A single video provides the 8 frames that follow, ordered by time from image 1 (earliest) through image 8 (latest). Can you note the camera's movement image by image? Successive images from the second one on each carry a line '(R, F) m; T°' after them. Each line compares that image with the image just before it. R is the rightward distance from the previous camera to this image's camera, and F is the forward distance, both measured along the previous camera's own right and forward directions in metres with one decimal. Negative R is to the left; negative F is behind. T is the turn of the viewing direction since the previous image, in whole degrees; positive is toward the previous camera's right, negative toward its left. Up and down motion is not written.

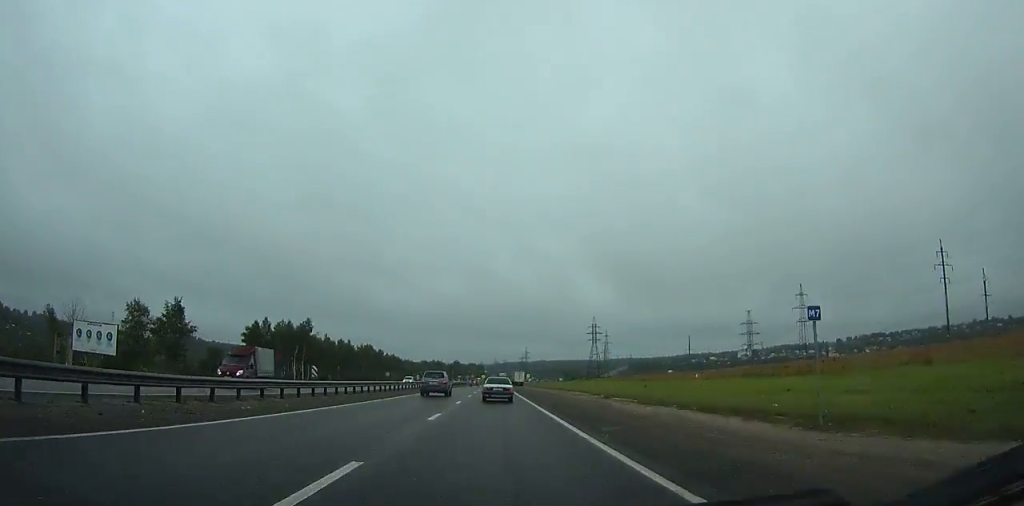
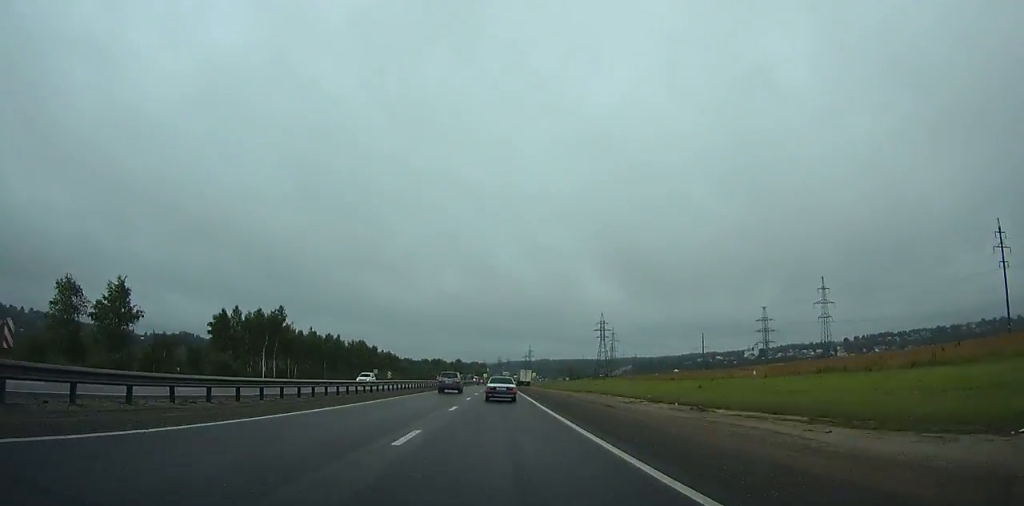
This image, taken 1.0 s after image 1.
(0.0, +18.5) m; 0°
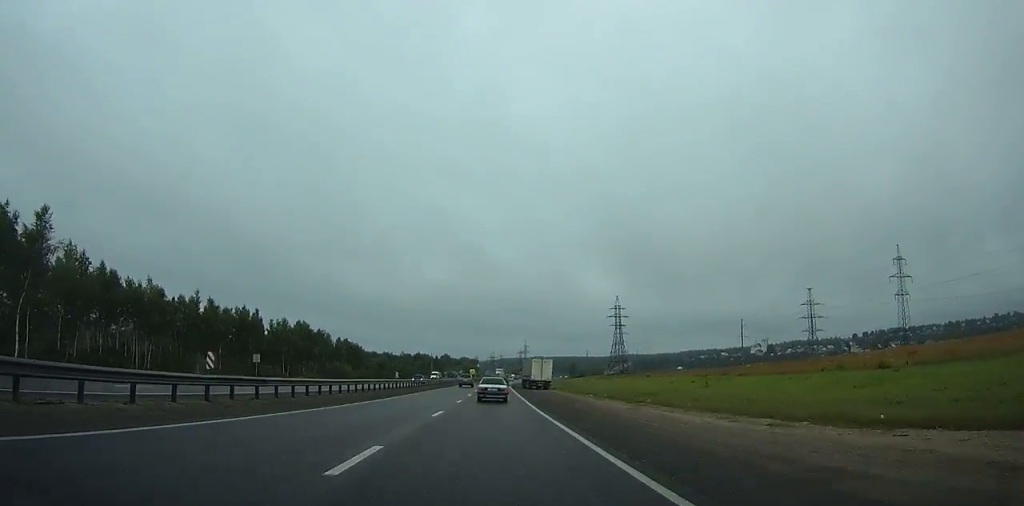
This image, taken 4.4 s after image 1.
(-0.2, +63.3) m; 0°
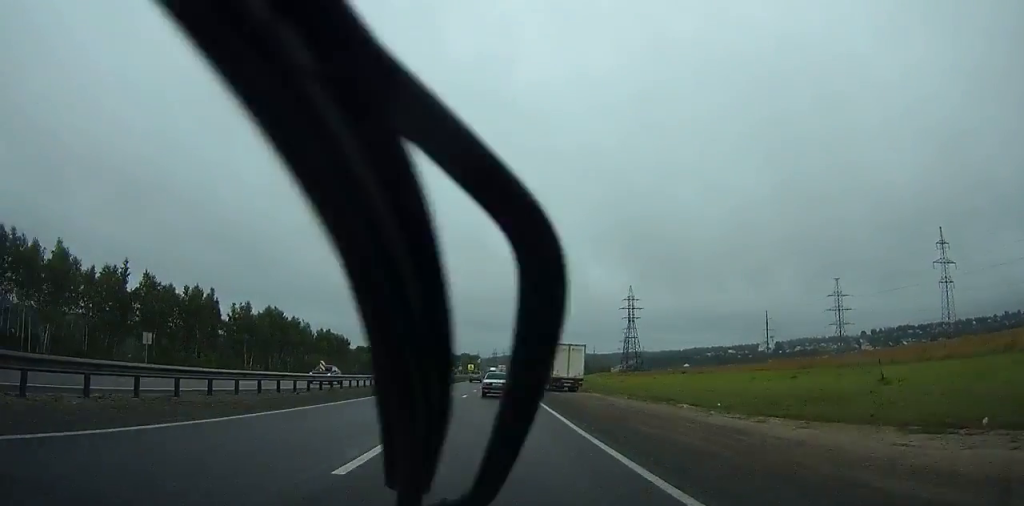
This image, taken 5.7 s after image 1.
(+0.1, +23.6) m; 0°
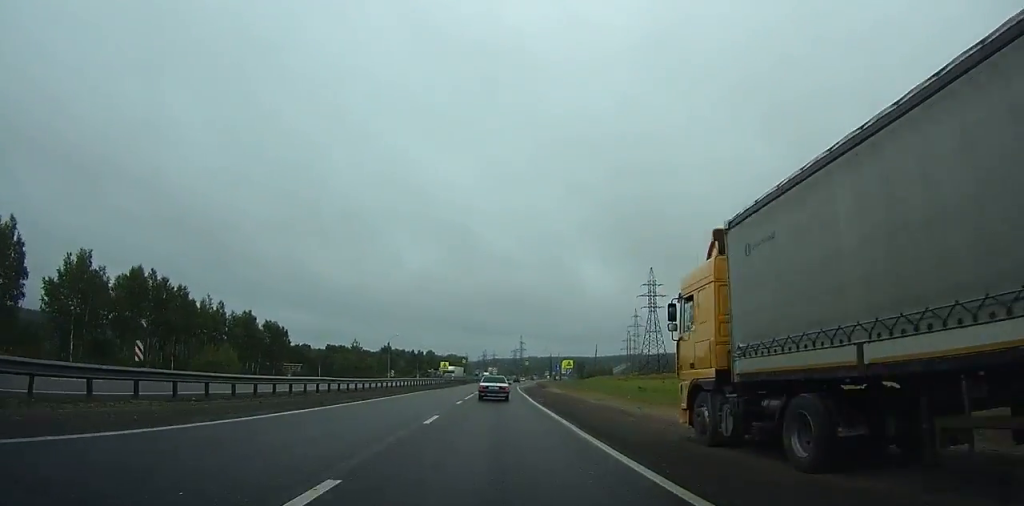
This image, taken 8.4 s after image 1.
(+0.1, +50.8) m; +1°
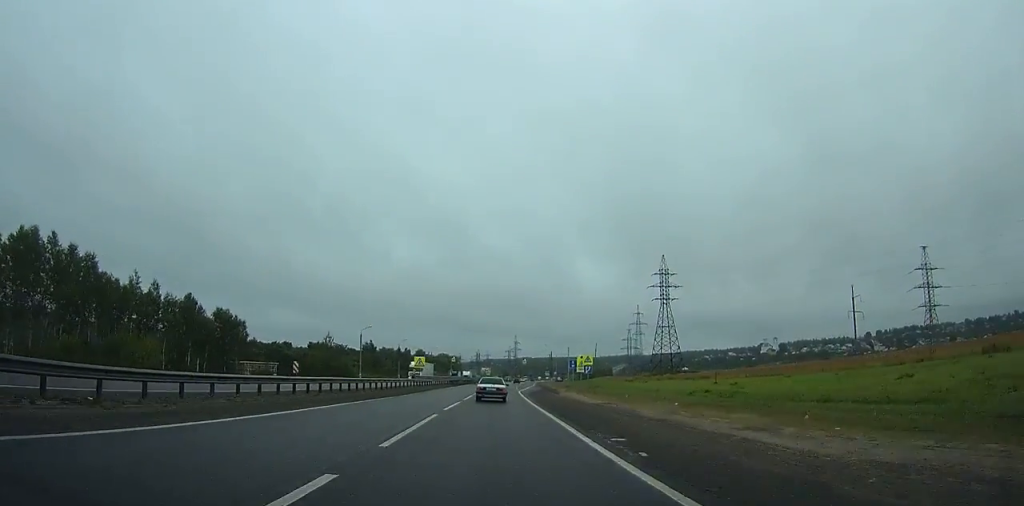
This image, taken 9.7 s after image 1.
(+0.2, +23.4) m; +1°
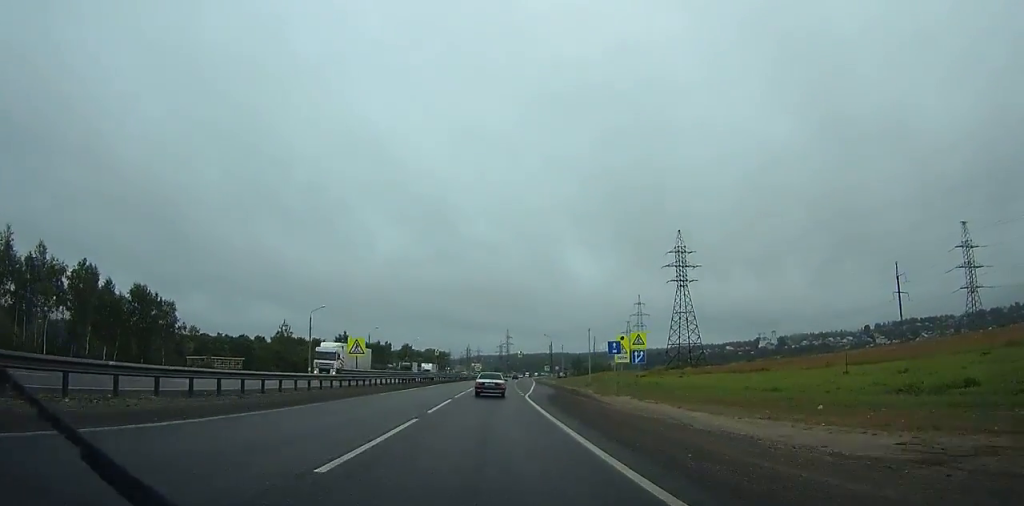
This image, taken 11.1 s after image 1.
(+0.2, +27.0) m; +1°
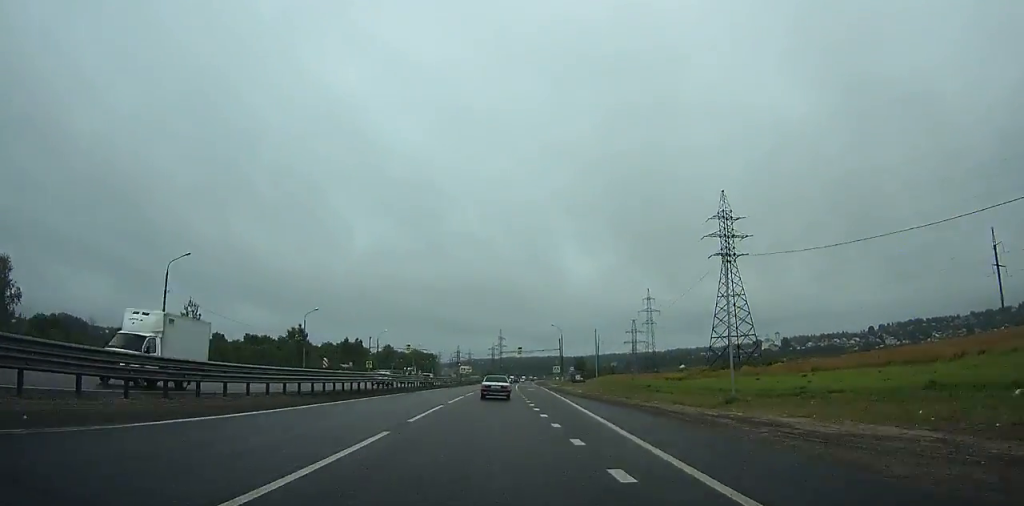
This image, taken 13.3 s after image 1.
(+0.3, +39.2) m; +1°
